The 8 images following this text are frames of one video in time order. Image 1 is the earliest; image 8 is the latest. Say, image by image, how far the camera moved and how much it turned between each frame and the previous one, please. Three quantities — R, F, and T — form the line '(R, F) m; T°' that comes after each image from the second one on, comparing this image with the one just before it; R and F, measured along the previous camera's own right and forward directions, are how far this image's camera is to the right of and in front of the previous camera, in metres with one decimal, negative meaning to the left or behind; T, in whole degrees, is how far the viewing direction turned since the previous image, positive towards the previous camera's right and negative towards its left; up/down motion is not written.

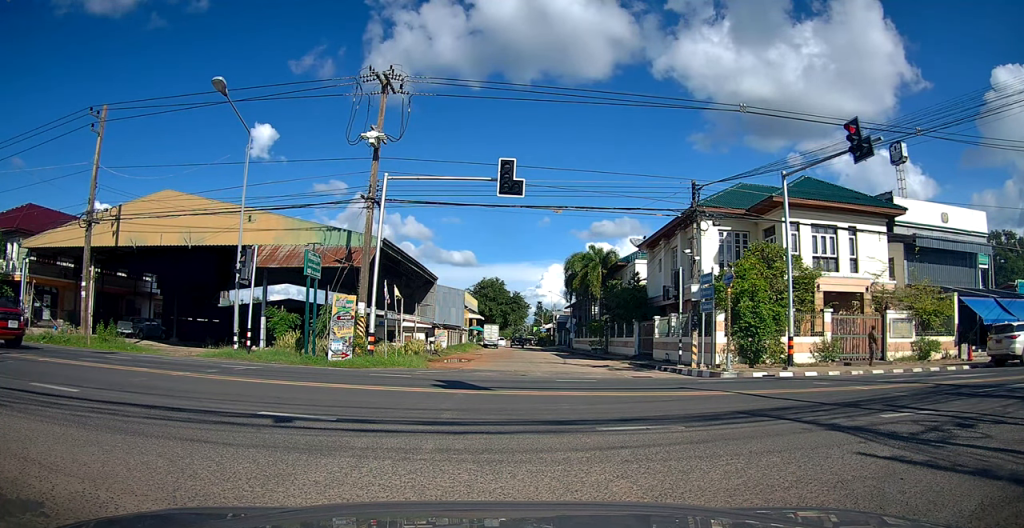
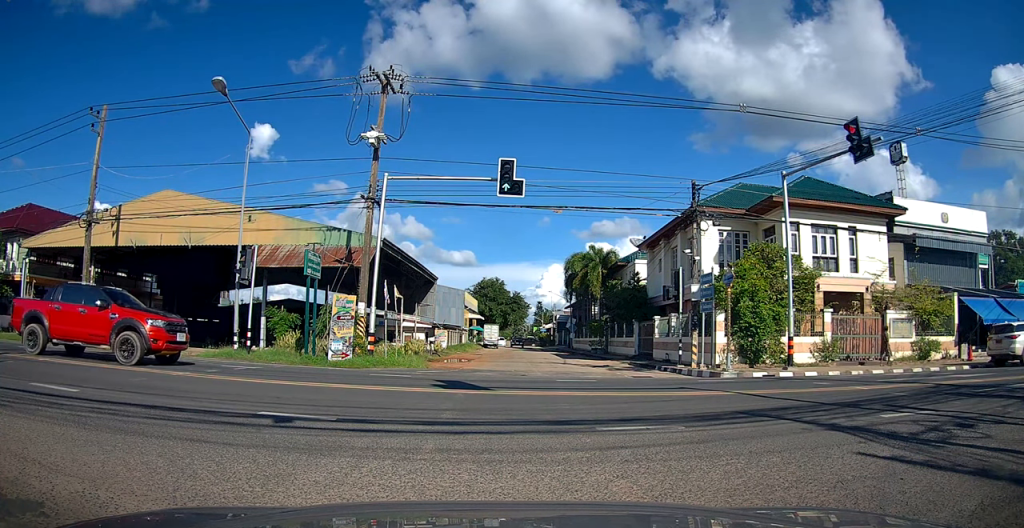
(0.0, 0.0) m; 0°
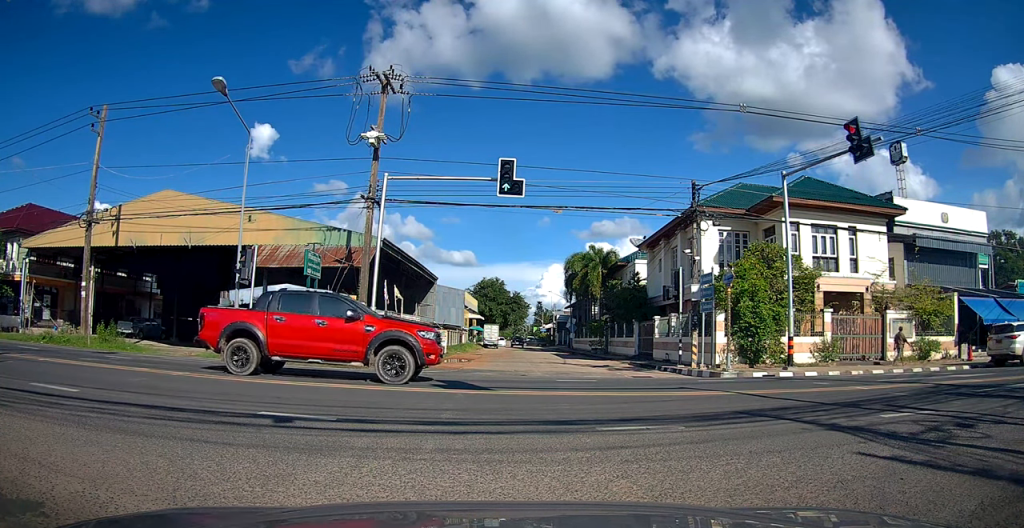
(0.0, 0.0) m; 0°
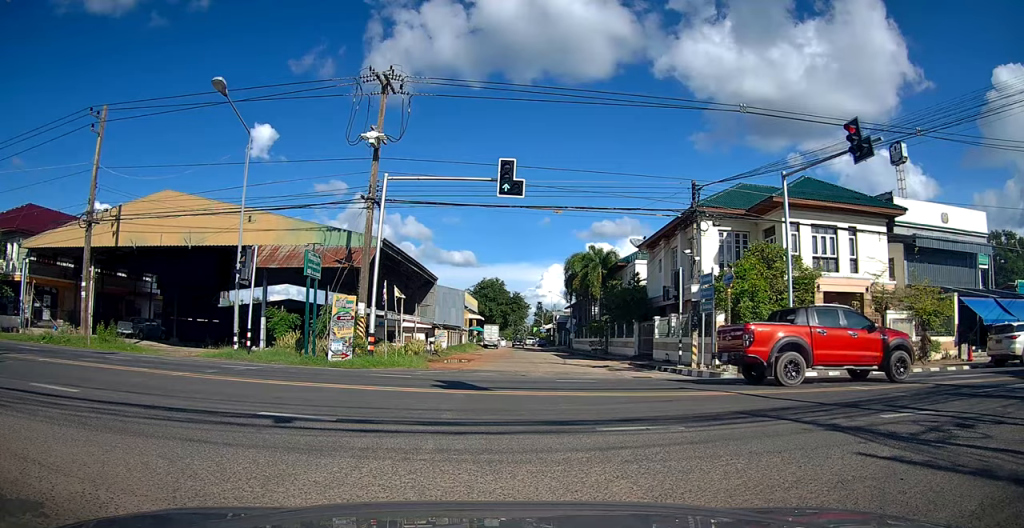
(0.0, 0.0) m; 0°
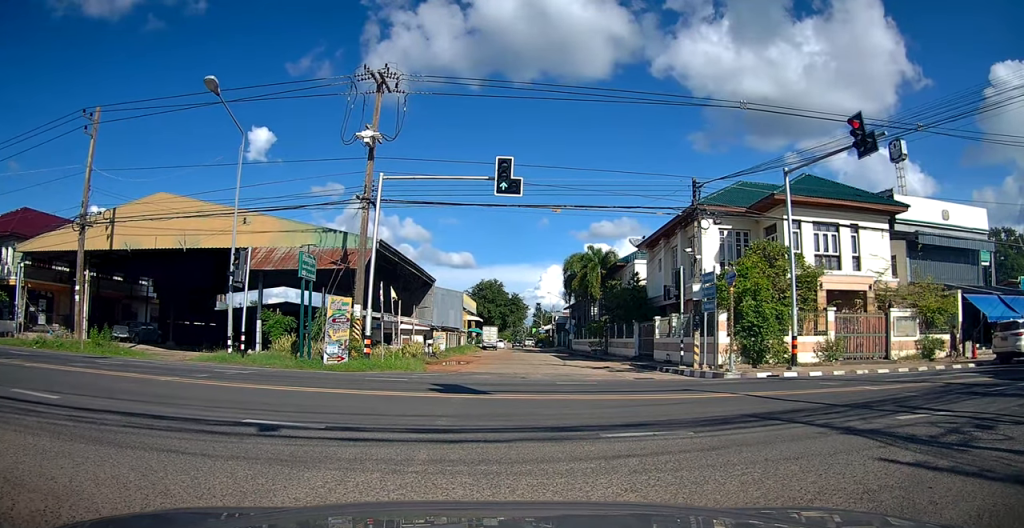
(-0.1, +0.2) m; 0°
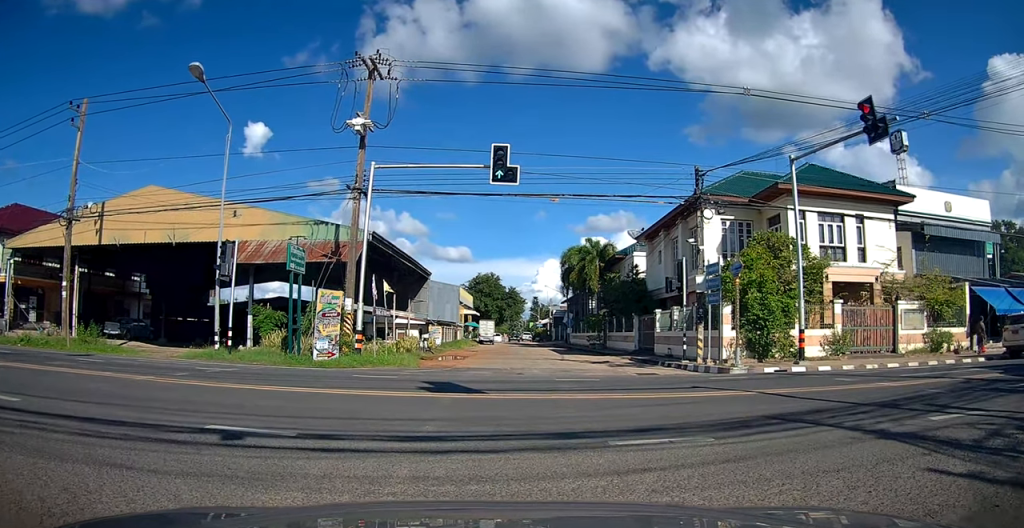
(-0.1, +0.6) m; 0°
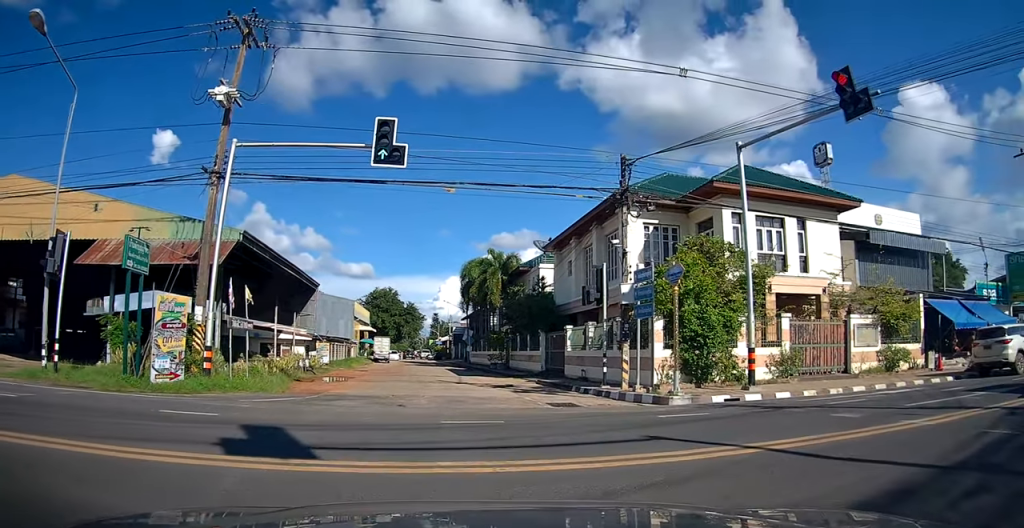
(0.0, +2.9) m; +3°
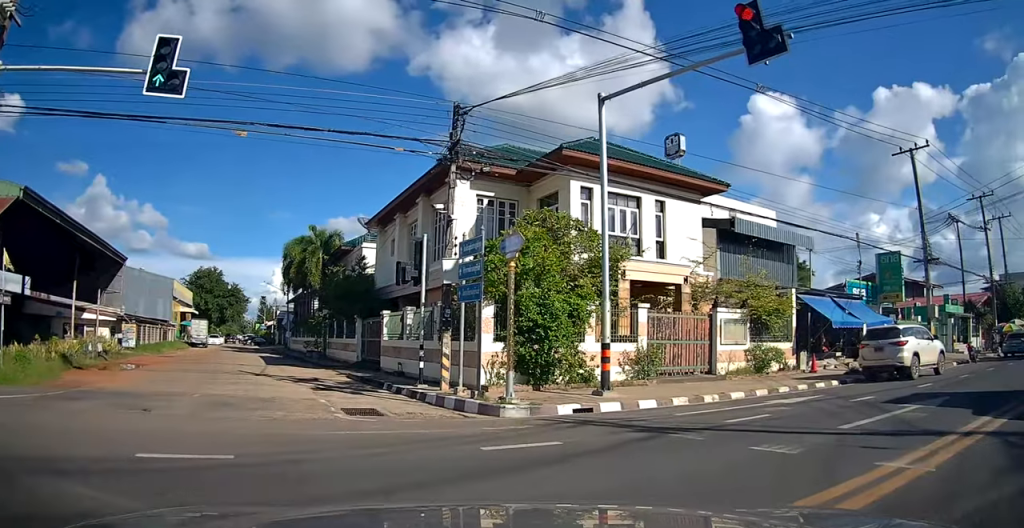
(+0.1, +3.1) m; +10°
